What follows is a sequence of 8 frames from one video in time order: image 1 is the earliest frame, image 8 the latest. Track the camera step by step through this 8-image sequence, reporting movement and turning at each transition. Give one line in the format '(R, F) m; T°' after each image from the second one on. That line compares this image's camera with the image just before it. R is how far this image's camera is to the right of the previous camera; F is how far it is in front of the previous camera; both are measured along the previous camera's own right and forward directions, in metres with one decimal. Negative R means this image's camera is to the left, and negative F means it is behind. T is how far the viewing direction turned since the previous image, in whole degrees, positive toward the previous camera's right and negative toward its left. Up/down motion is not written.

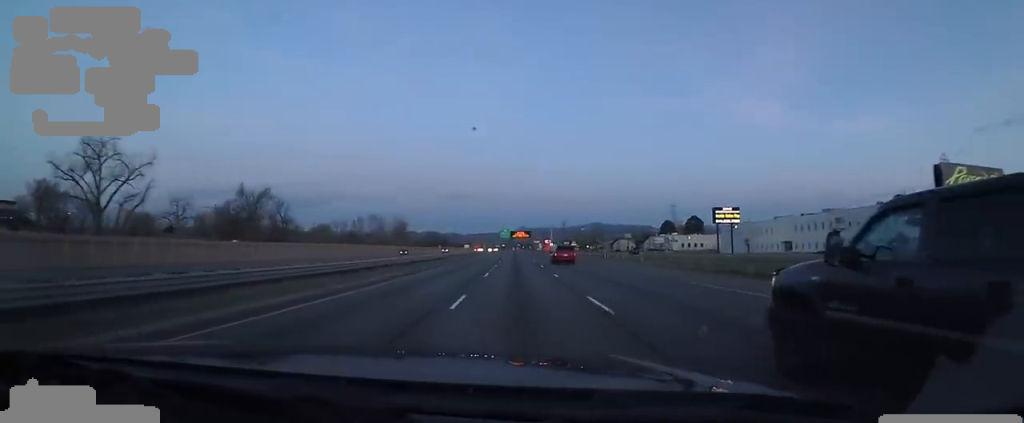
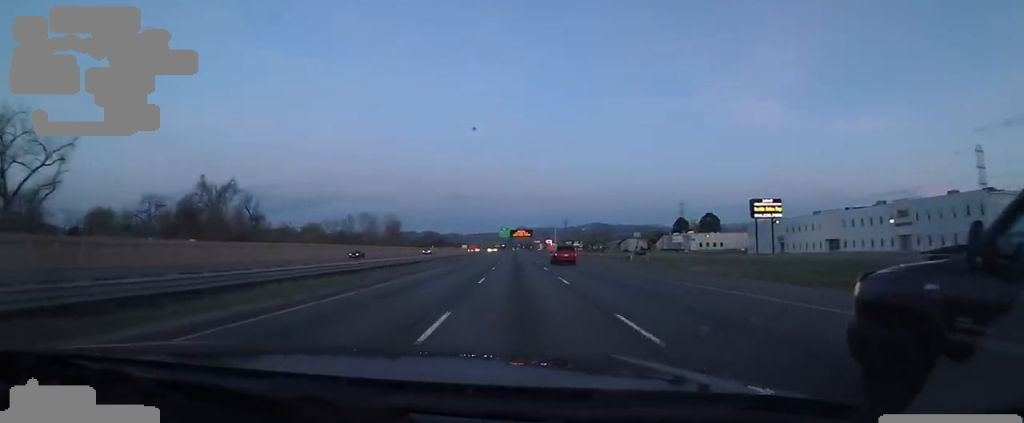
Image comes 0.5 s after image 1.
(0.0, +16.2) m; 0°
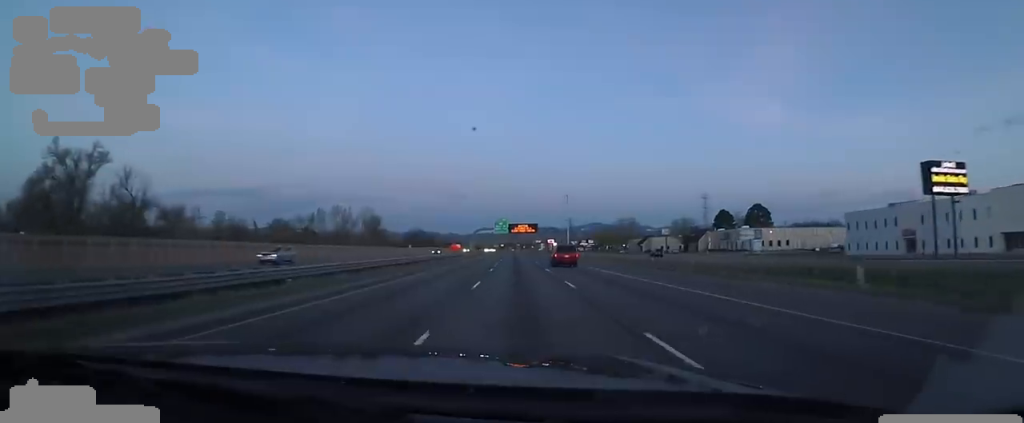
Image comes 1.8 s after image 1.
(0.0, +38.4) m; 0°
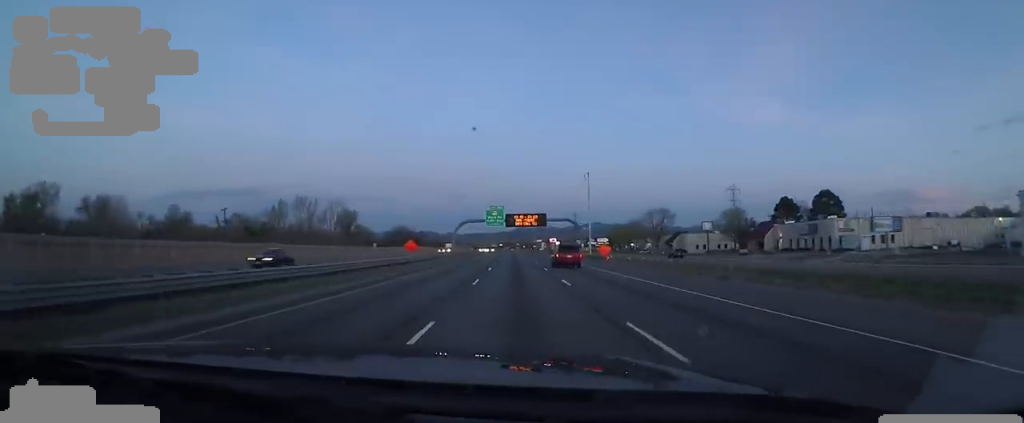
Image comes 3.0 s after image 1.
(0.0, +35.9) m; 0°
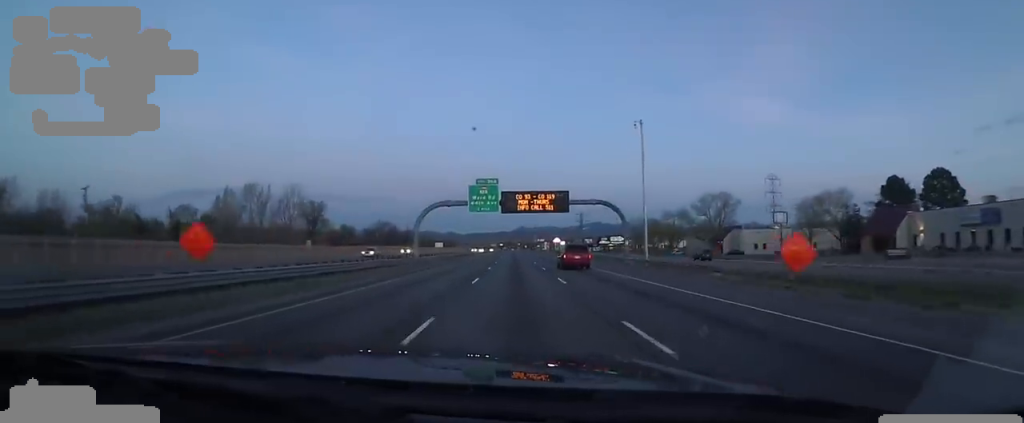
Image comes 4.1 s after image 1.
(0.0, +35.8) m; 0°
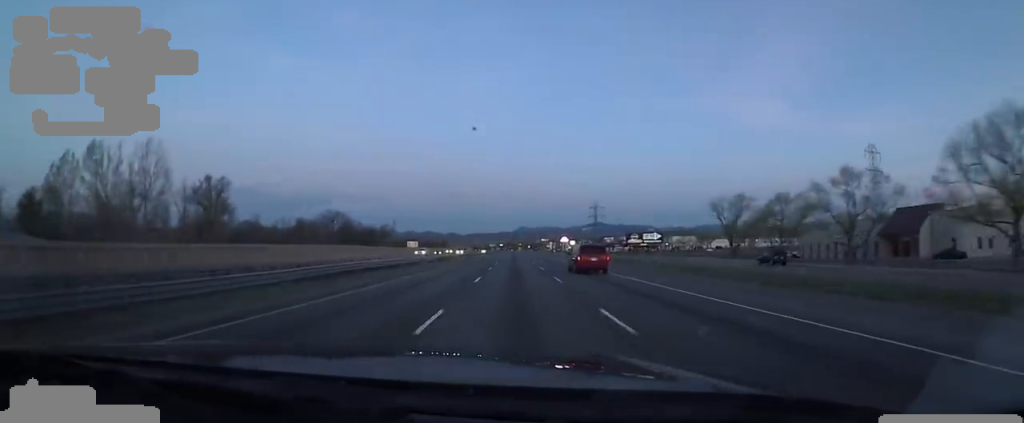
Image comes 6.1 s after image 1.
(0.0, +58.6) m; 0°
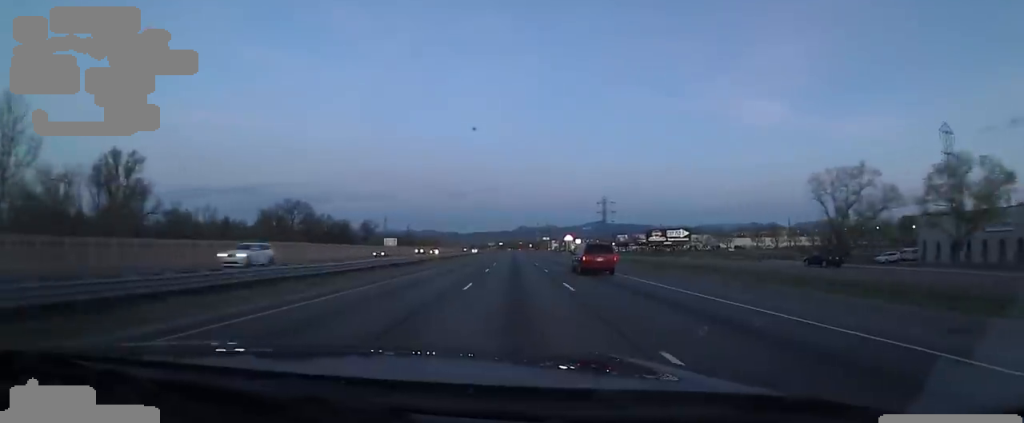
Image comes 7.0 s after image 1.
(0.0, +28.3) m; 0°
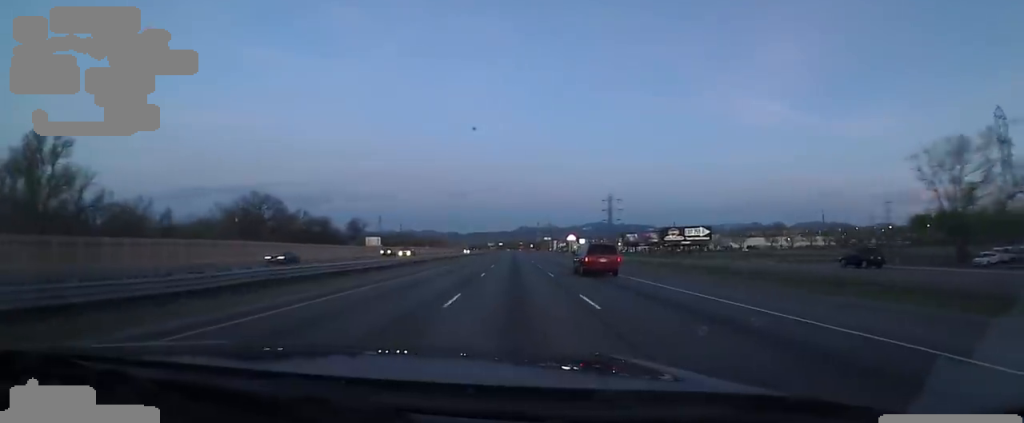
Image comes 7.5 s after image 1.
(0.0, +16.3) m; -1°
